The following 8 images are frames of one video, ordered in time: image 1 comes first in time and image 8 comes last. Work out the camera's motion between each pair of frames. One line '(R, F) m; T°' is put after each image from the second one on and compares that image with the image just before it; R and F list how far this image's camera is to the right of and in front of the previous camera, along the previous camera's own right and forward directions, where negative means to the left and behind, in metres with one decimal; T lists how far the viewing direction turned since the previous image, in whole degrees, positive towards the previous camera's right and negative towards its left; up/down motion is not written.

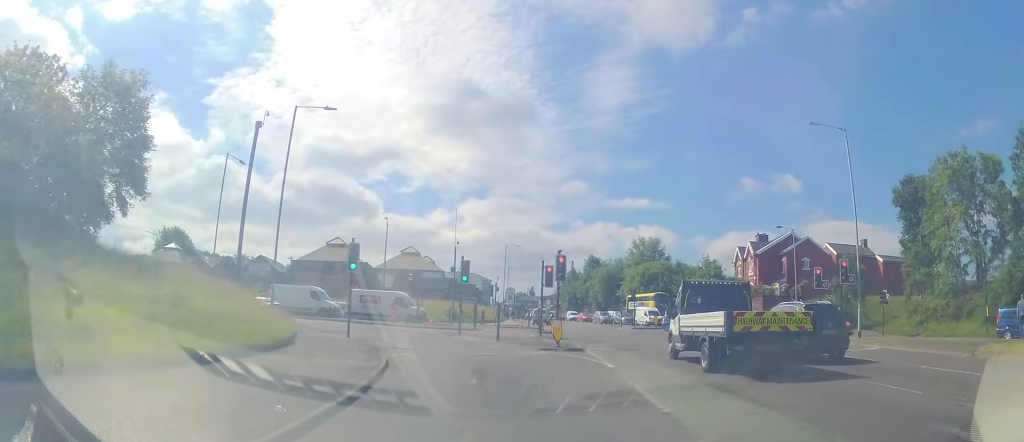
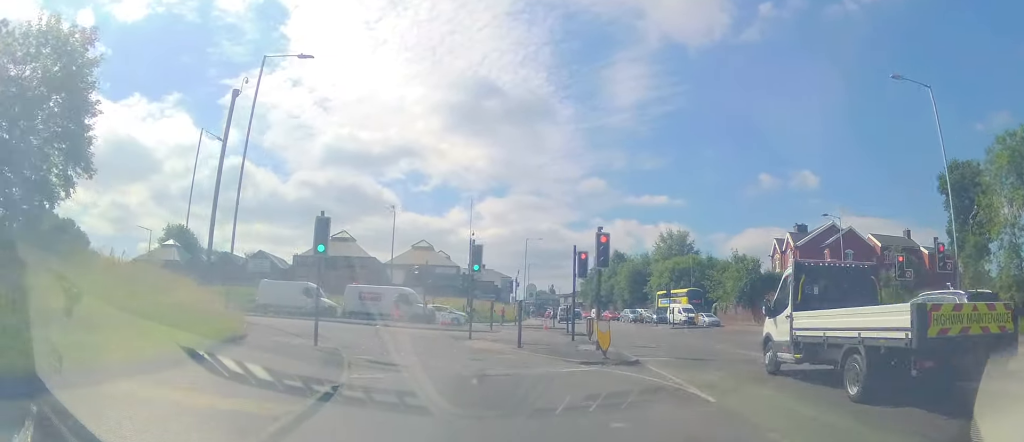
(0.0, +6.4) m; -1°
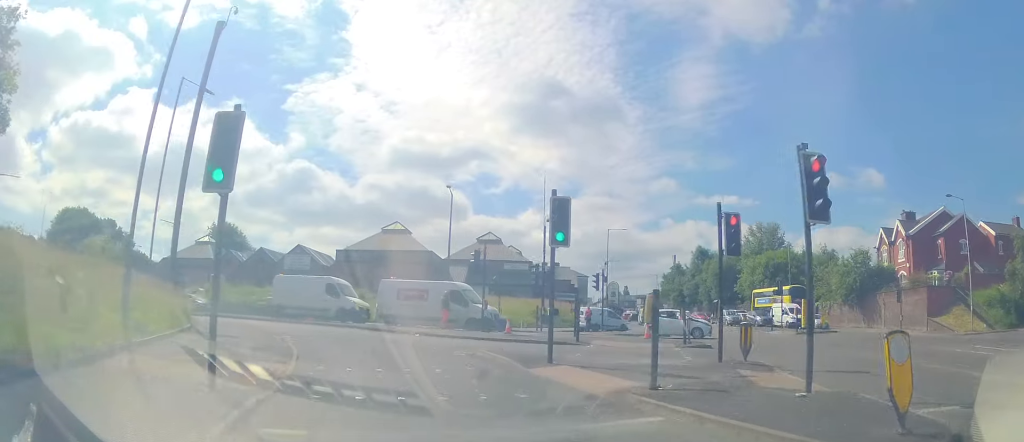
(-0.2, +9.9) m; -6°
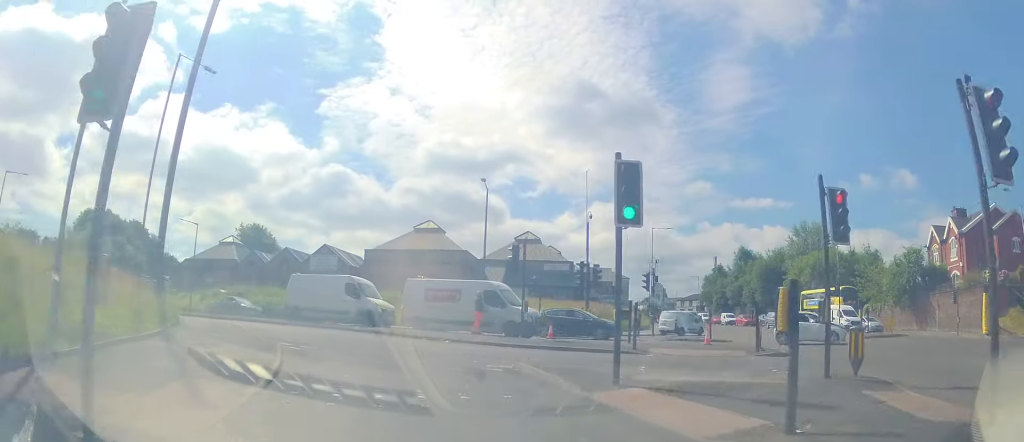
(0.0, +3.5) m; -4°
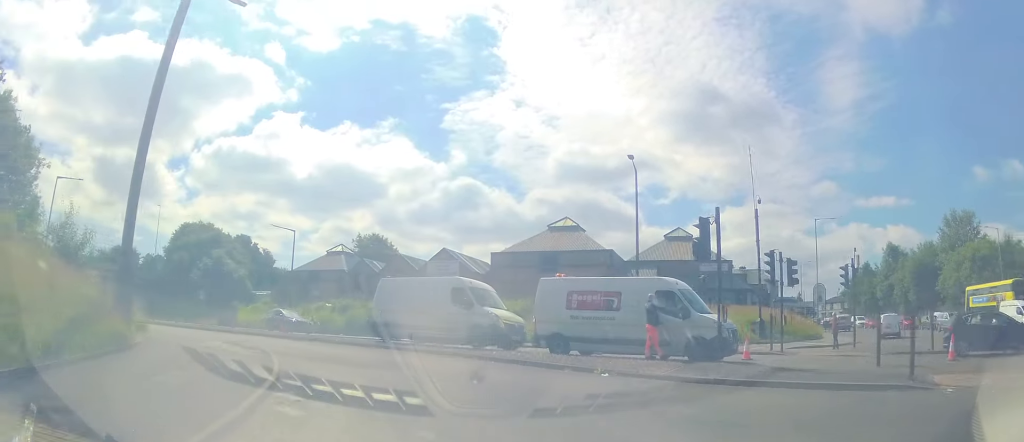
(-0.8, +8.2) m; -15°
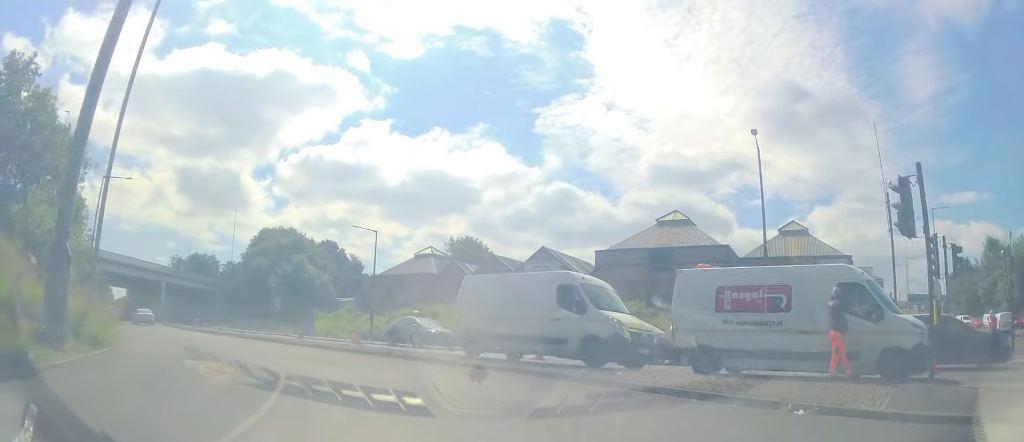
(-0.7, +4.8) m; -10°
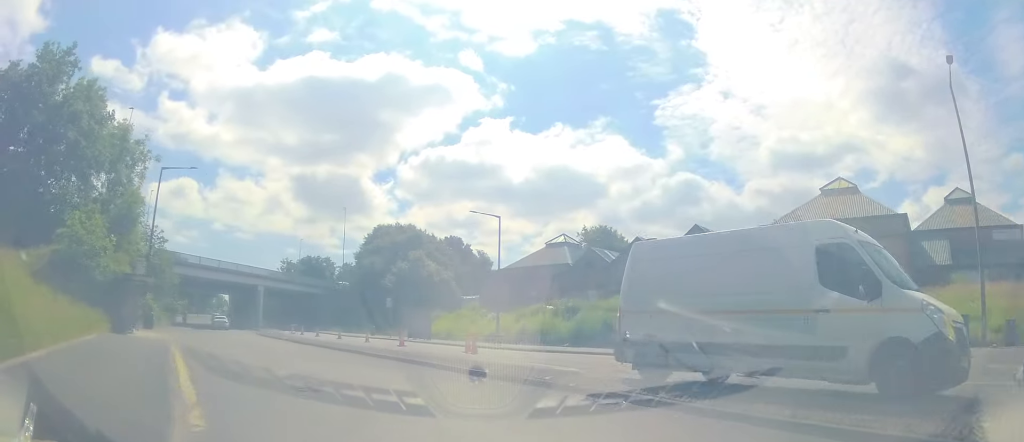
(-0.9, +7.5) m; -16°
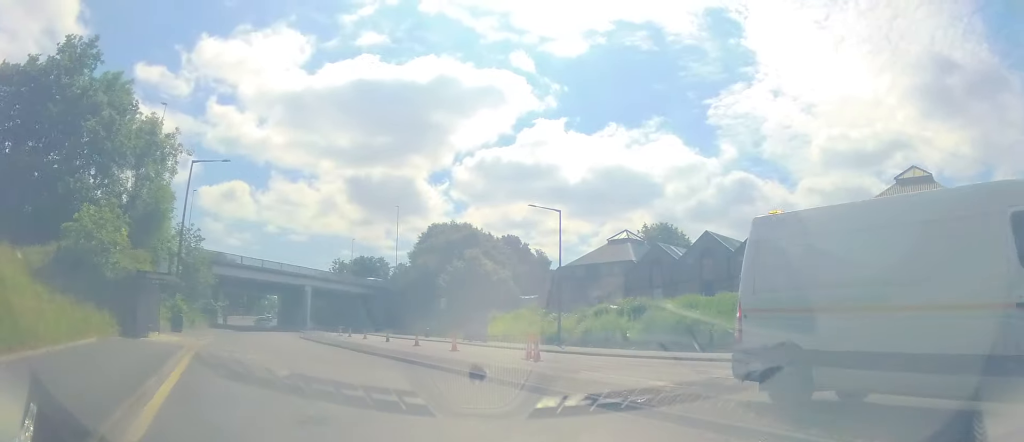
(-0.1, +2.9) m; -7°
